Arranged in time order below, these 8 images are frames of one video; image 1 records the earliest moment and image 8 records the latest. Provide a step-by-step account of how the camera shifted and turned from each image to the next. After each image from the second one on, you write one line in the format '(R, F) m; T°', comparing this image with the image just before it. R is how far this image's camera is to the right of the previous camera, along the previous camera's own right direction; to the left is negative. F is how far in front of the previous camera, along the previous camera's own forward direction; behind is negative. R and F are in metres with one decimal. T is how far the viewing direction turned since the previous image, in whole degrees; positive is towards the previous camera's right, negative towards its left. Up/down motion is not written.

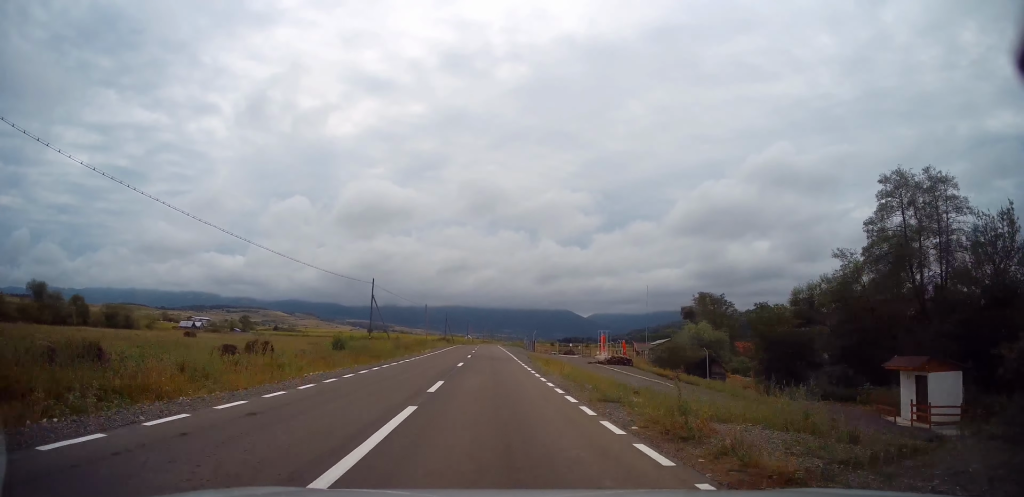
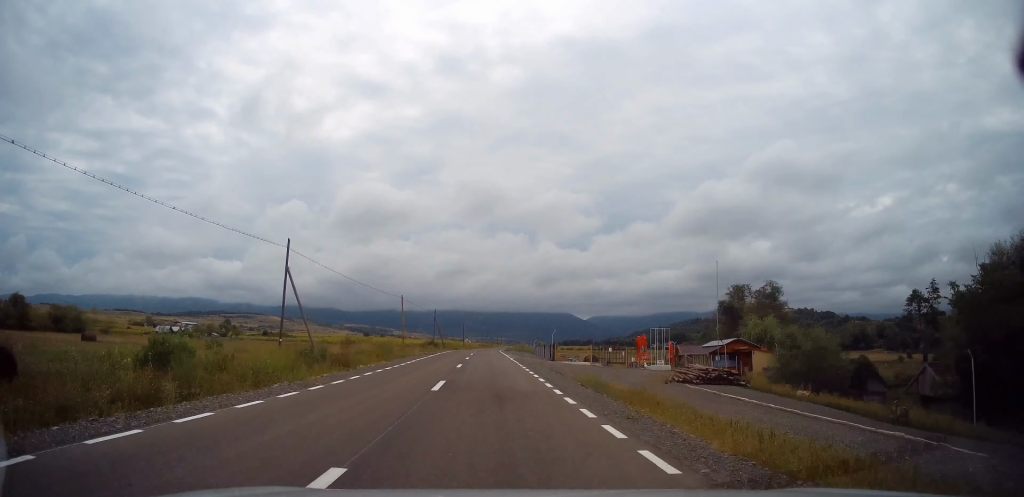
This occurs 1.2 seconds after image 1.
(+0.4, +21.7) m; +1°
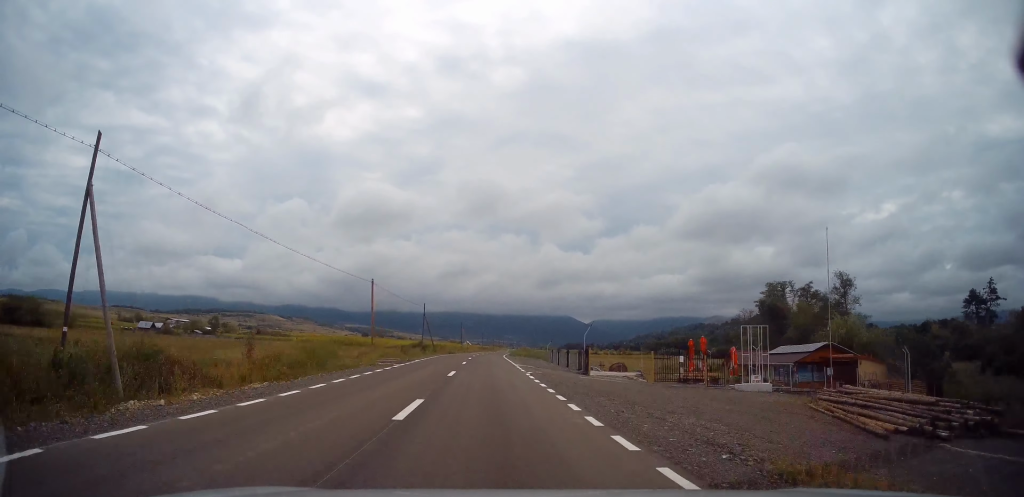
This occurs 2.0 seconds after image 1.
(0.0, +16.4) m; 0°
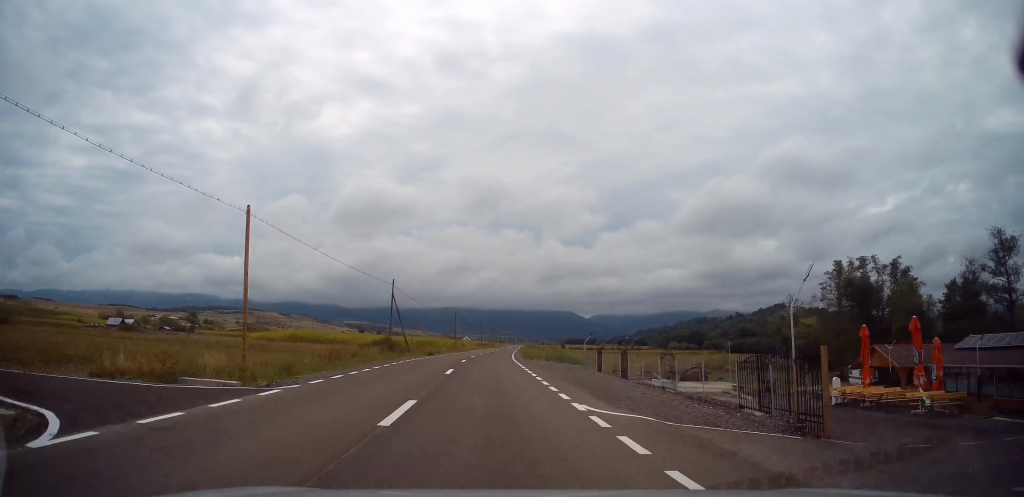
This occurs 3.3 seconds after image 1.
(+0.1, +23.9) m; +1°
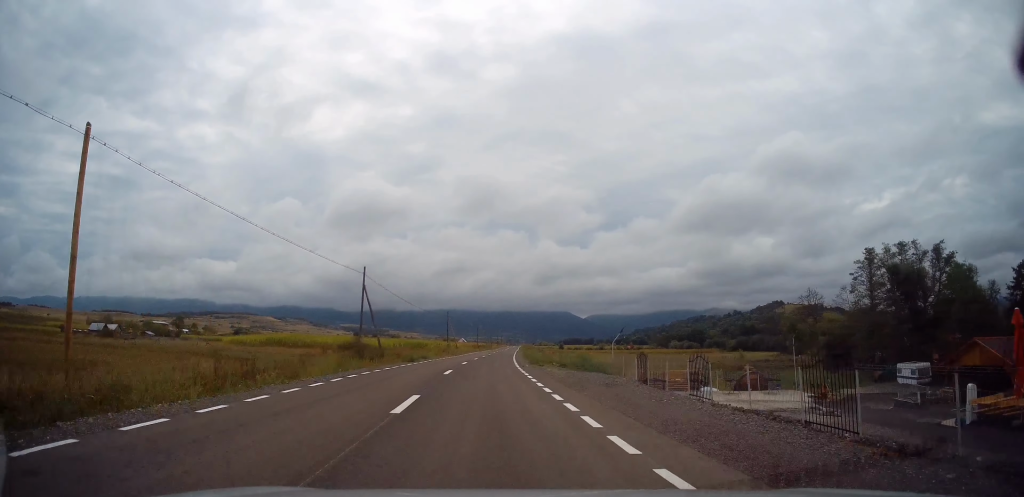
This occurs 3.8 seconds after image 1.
(0.0, +9.8) m; 0°
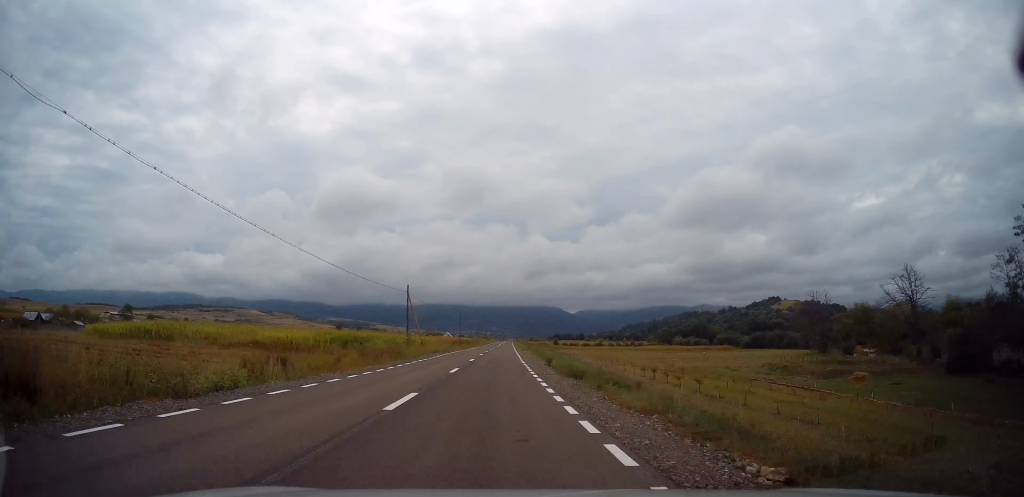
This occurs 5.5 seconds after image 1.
(+0.4, +34.1) m; +1°
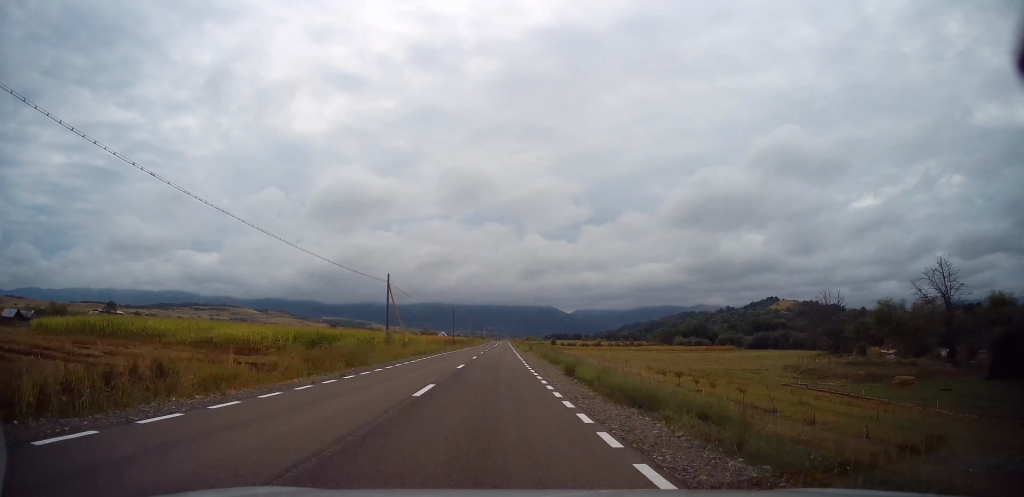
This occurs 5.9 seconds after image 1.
(0.0, +8.8) m; 0°
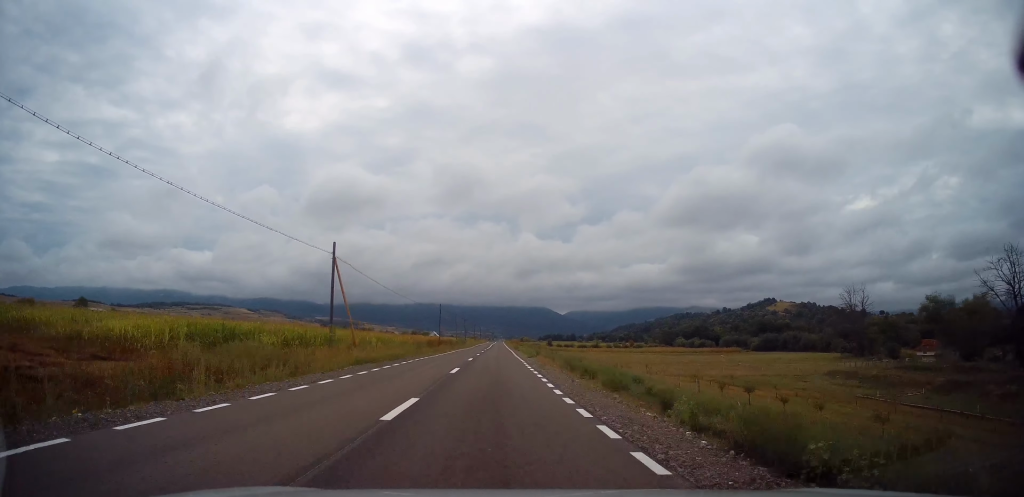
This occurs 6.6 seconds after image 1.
(-0.1, +15.1) m; +1°
